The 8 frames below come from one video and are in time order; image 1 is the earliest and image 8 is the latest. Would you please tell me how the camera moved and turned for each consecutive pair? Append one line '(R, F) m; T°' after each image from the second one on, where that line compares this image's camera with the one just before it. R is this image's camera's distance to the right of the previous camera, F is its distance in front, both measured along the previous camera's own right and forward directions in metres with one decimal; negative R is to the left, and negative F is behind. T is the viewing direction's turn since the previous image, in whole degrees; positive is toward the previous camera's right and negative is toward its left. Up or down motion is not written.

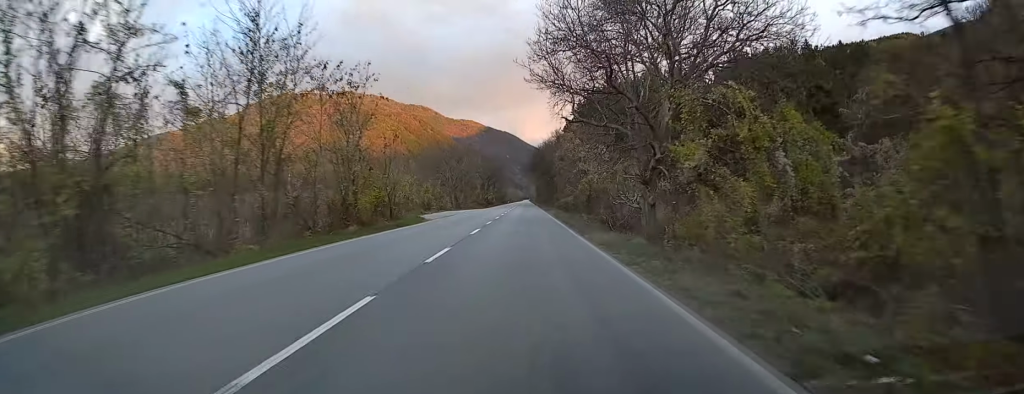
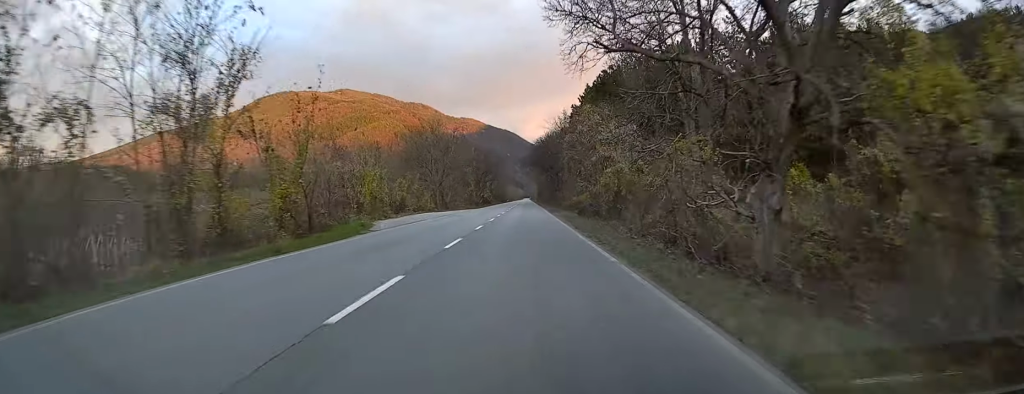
(0.0, +16.1) m; 0°
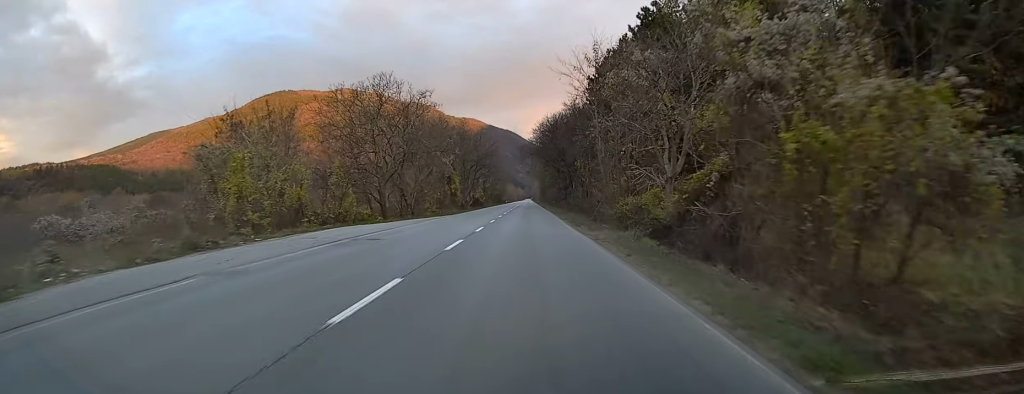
(0.0, +27.6) m; 0°
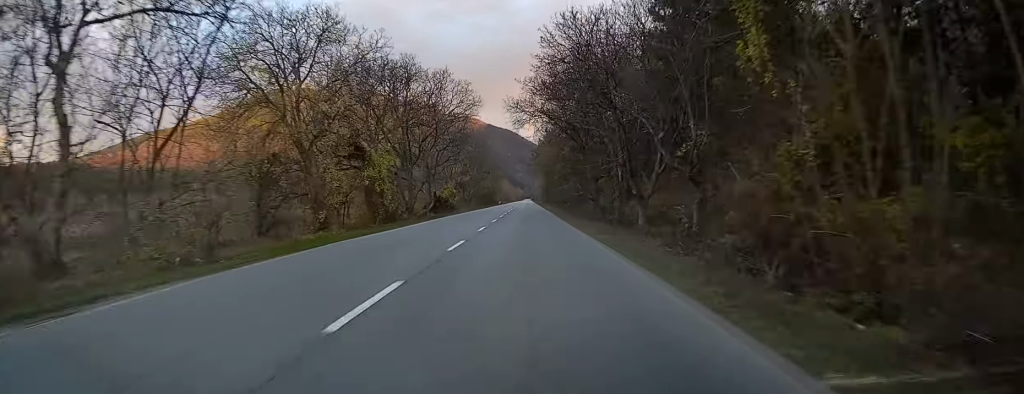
(0.0, +44.9) m; 0°
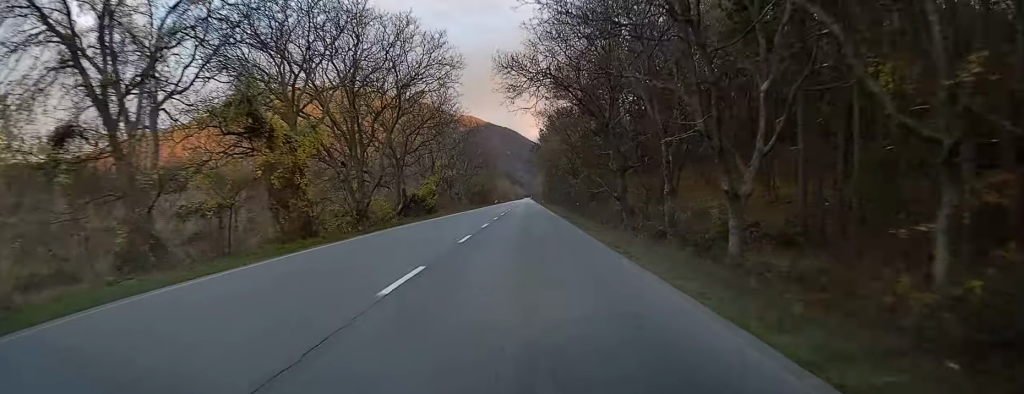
(0.0, +15.9) m; 0°
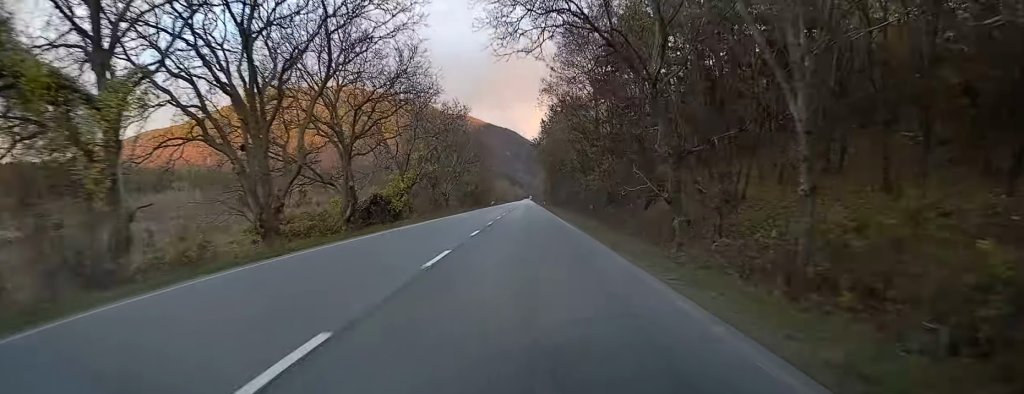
(+0.1, +14.4) m; 0°
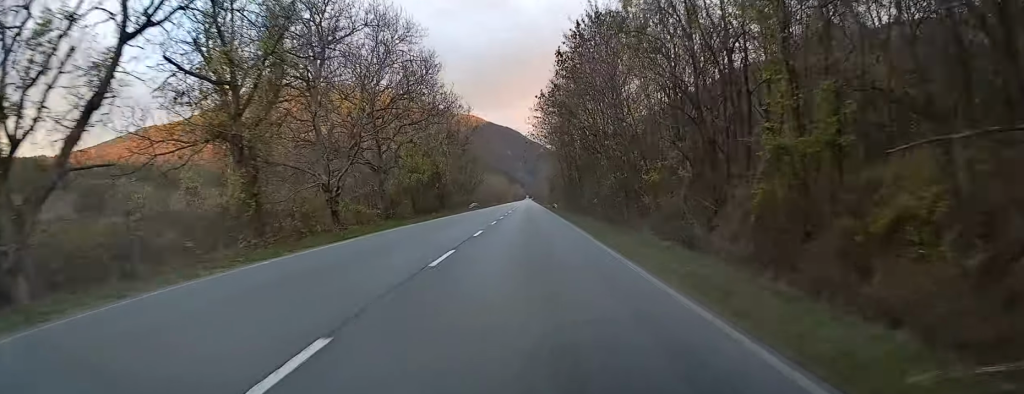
(-0.4, +45.4) m; 0°
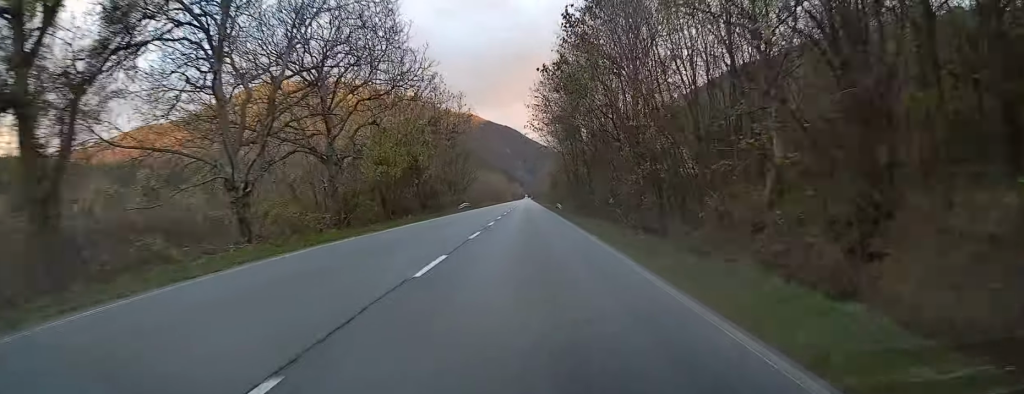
(0.0, +10.6) m; 0°
